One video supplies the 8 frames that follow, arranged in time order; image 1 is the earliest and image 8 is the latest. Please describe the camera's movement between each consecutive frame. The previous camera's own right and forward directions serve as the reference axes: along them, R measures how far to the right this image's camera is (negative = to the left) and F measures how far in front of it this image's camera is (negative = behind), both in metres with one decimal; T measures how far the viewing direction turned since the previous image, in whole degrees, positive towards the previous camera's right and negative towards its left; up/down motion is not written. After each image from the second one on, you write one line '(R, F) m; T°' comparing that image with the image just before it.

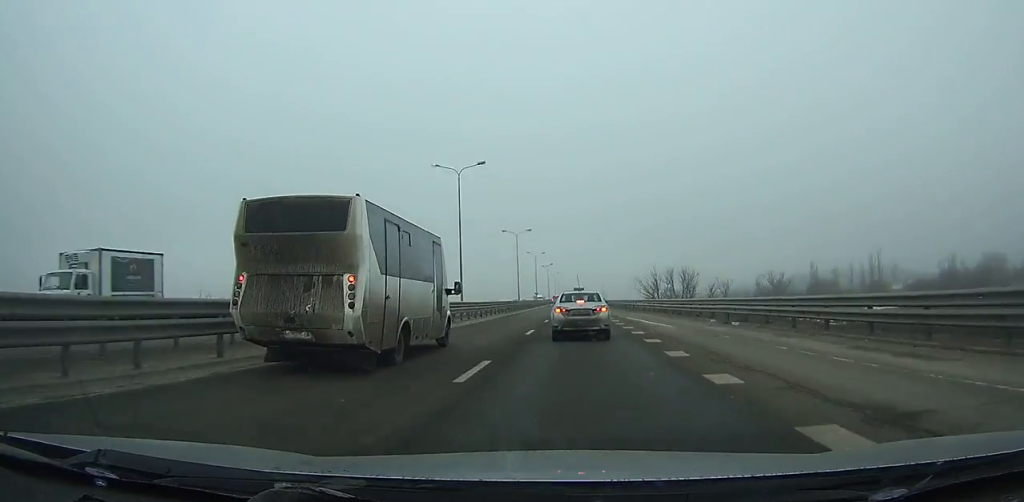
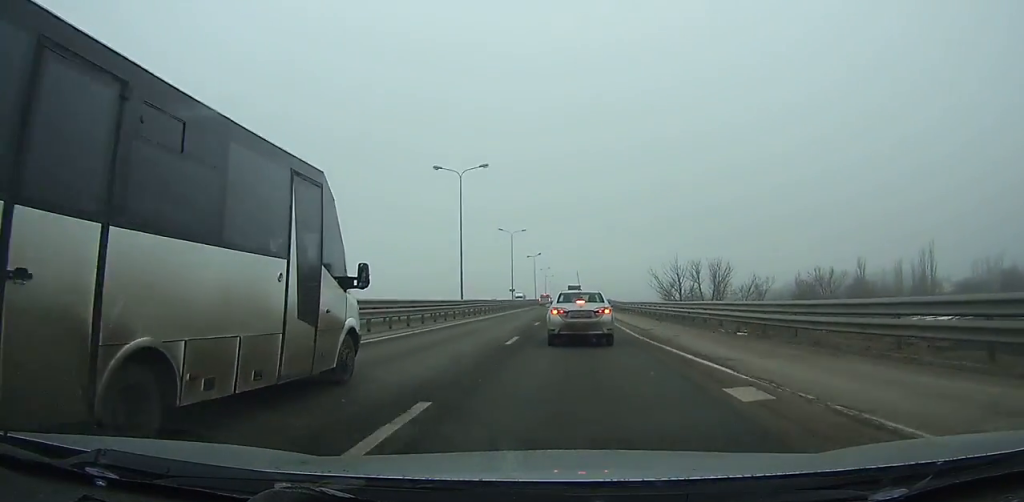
(0.0, +36.8) m; 0°
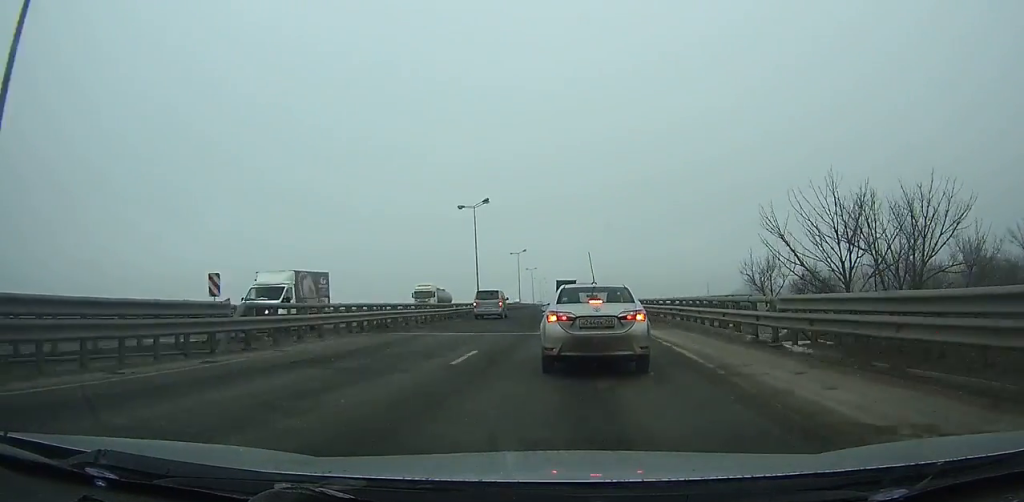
(+0.2, +60.8) m; 0°
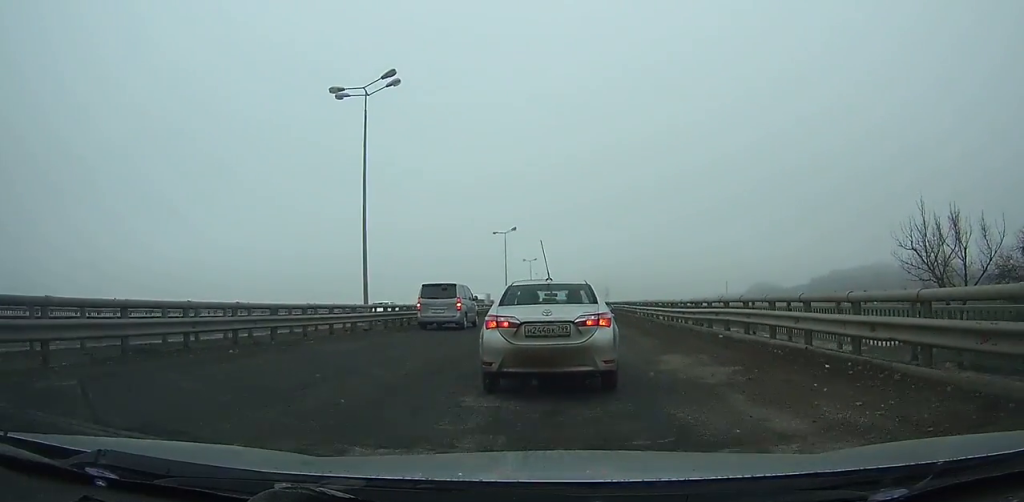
(-0.3, +37.0) m; -2°
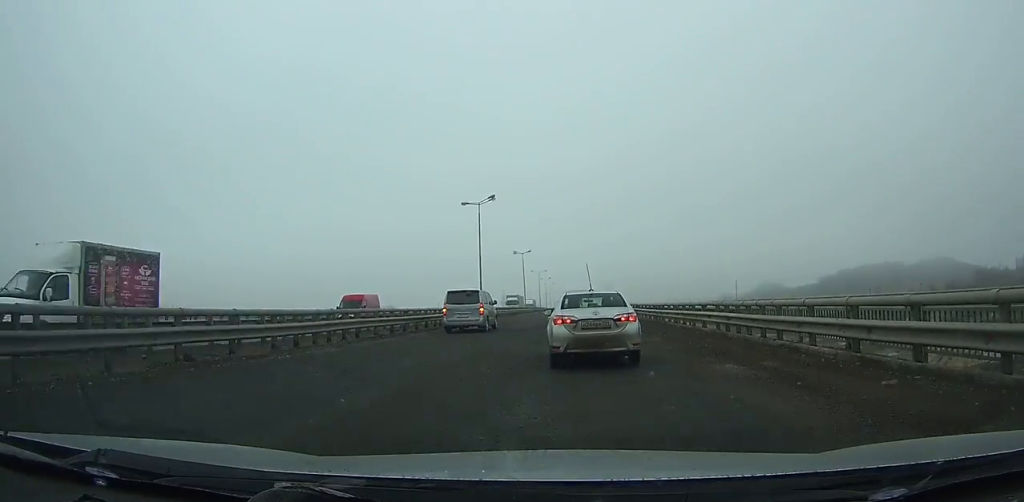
(+0.1, +30.3) m; +2°
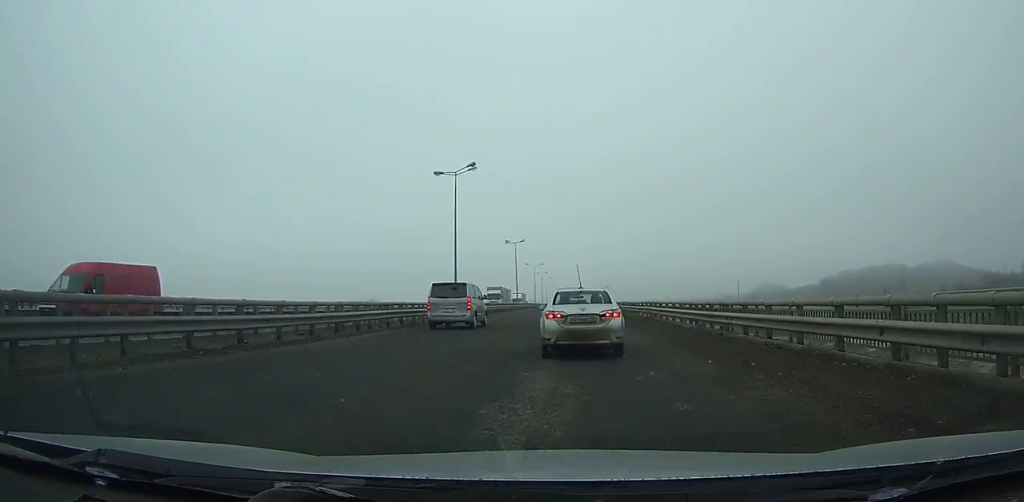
(+0.1, +10.2) m; +1°
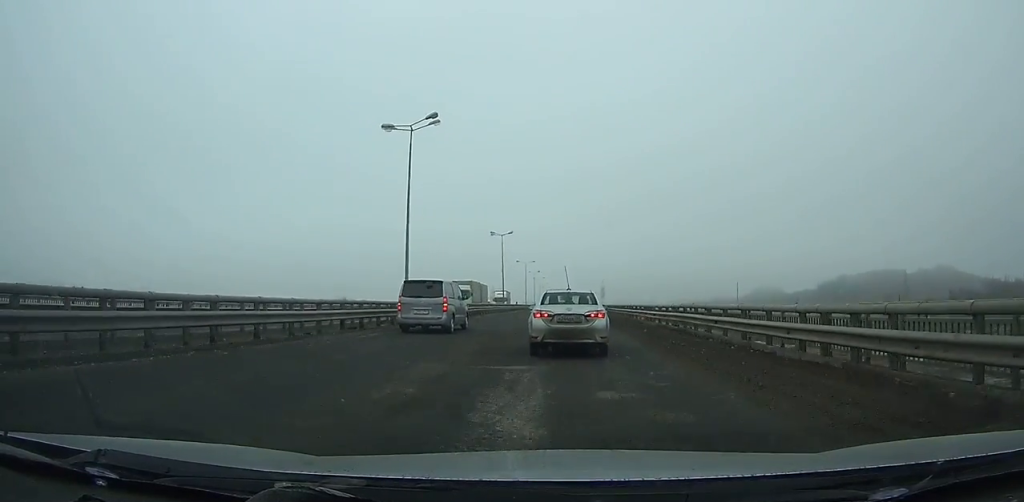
(0.0, +10.7) m; 0°
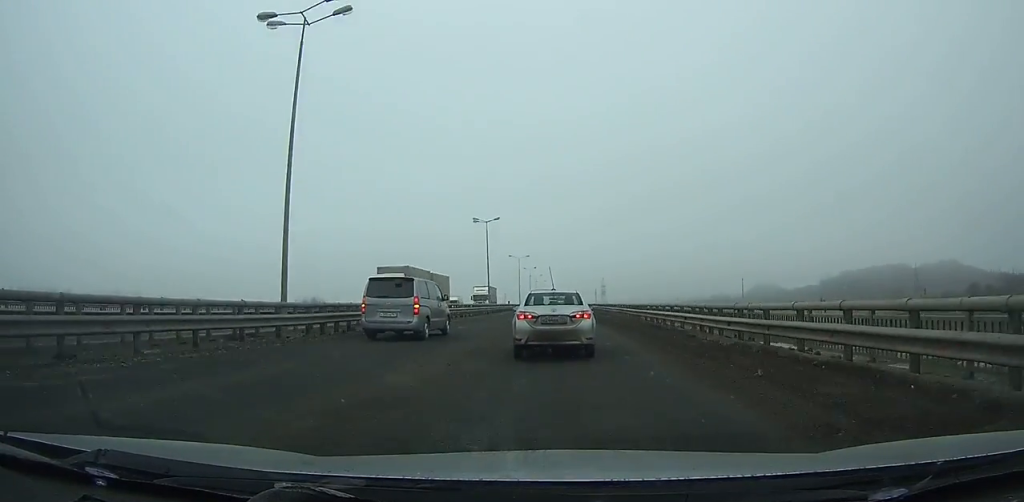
(+0.1, +12.9) m; 0°
